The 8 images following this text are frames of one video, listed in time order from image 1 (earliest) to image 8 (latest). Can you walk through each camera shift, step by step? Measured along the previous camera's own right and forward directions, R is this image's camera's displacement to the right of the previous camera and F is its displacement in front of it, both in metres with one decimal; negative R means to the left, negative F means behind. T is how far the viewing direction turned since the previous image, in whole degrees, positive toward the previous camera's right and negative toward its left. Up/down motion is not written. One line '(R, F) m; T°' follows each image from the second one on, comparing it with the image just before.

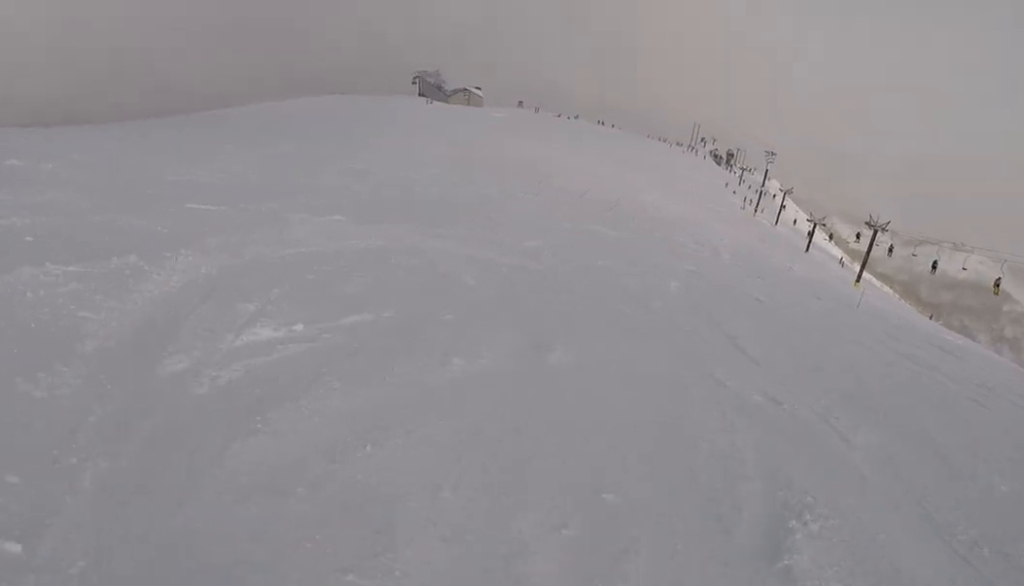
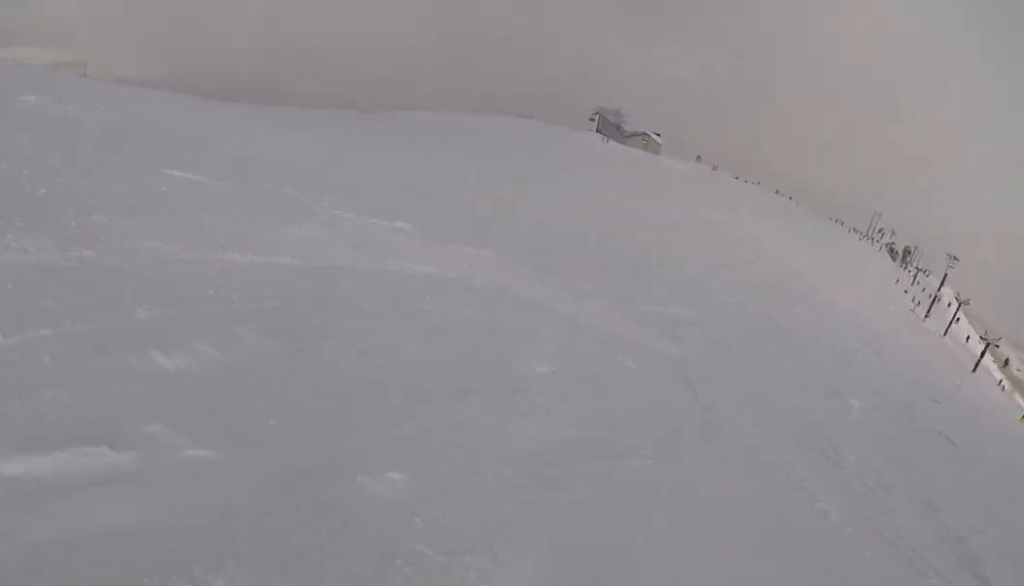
(-0.7, +4.1) m; -9°
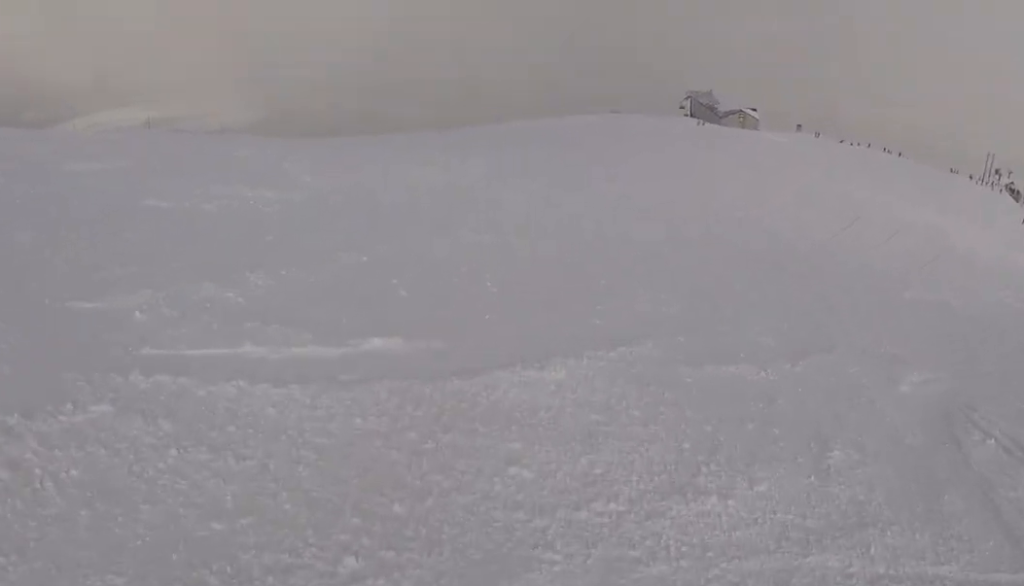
(-0.6, +5.8) m; -5°
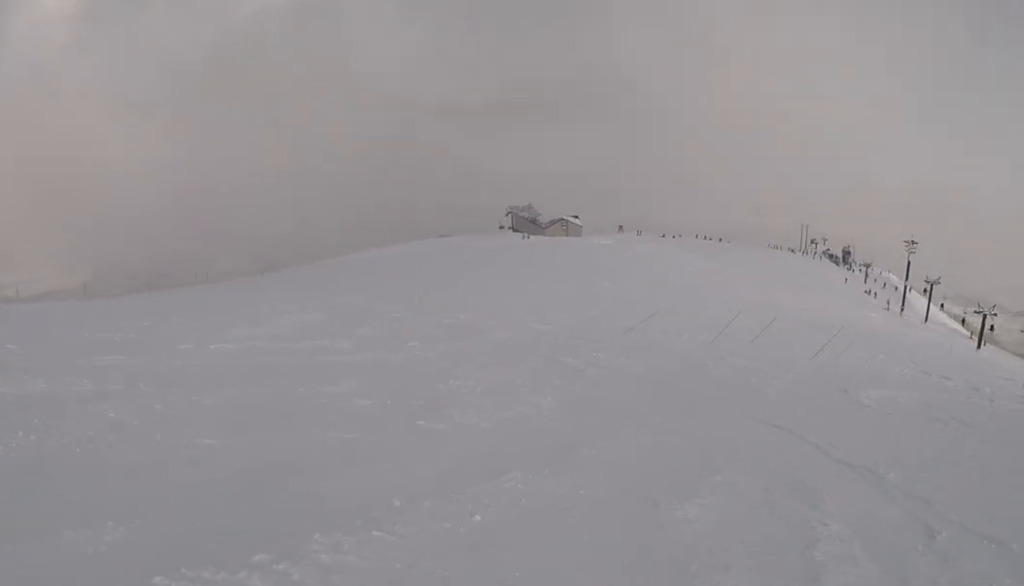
(0.0, +6.9) m; +7°
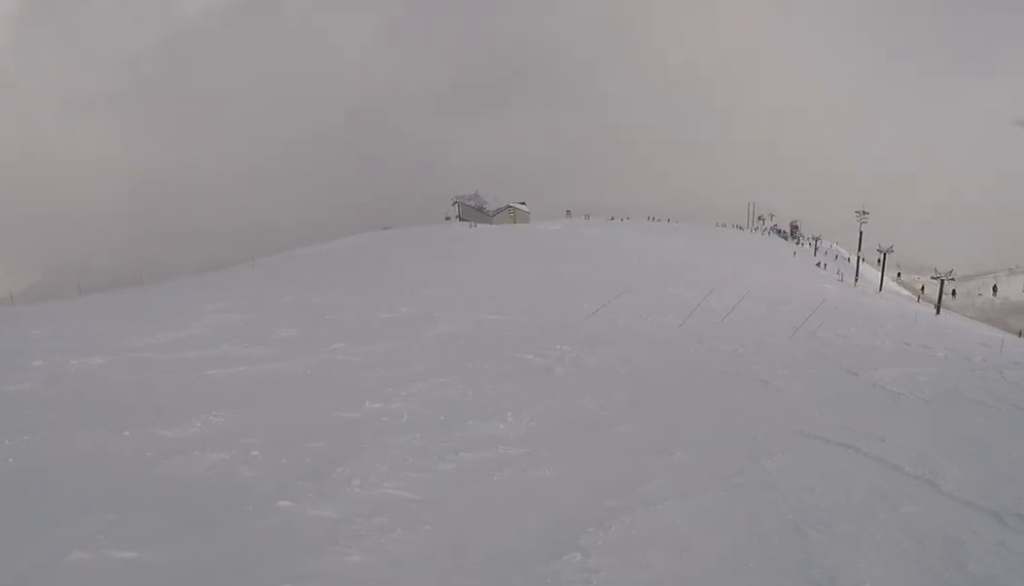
(-0.1, +3.6) m; +8°
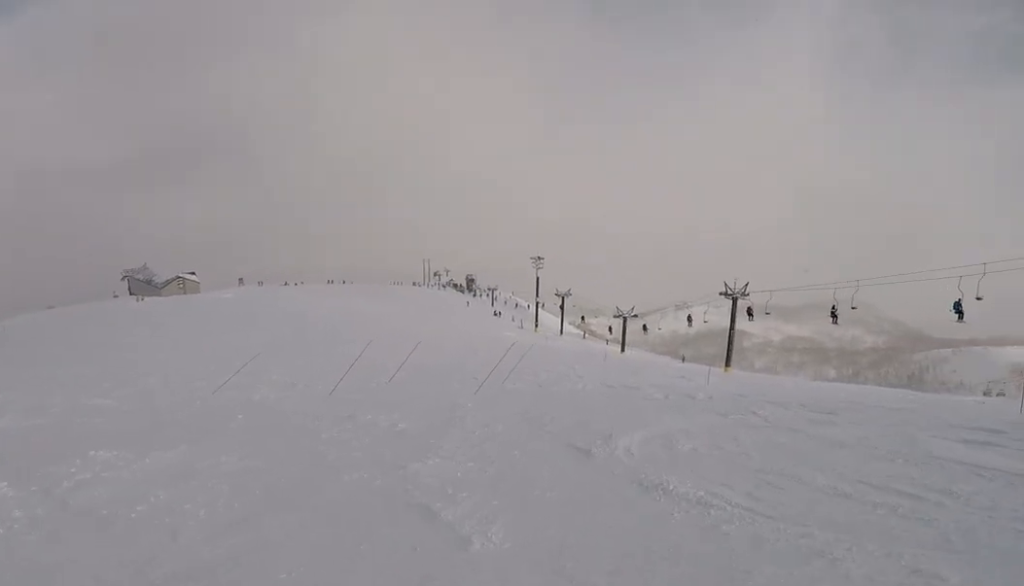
(+1.3, +7.5) m; +11°
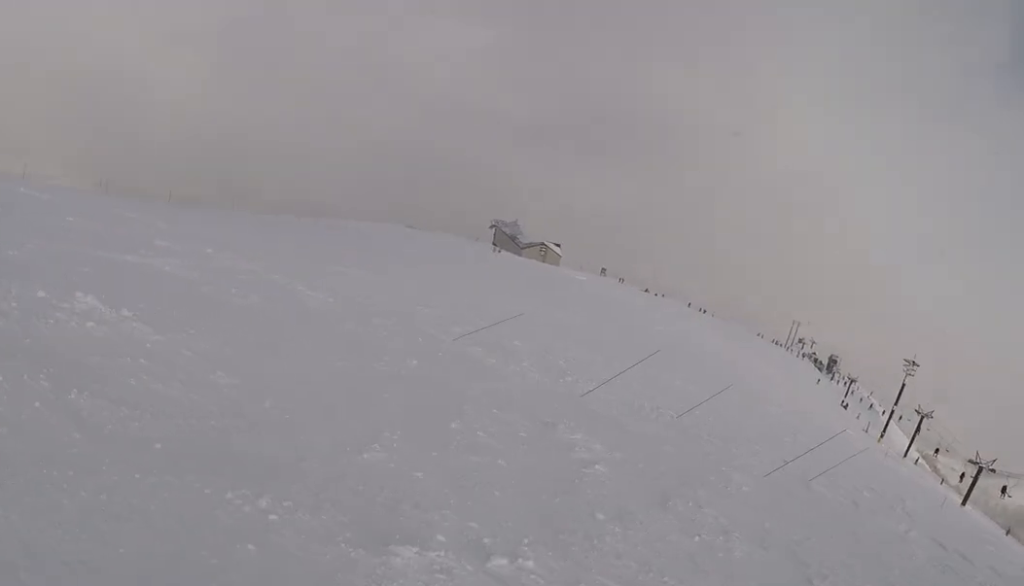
(0.0, +5.5) m; -13°
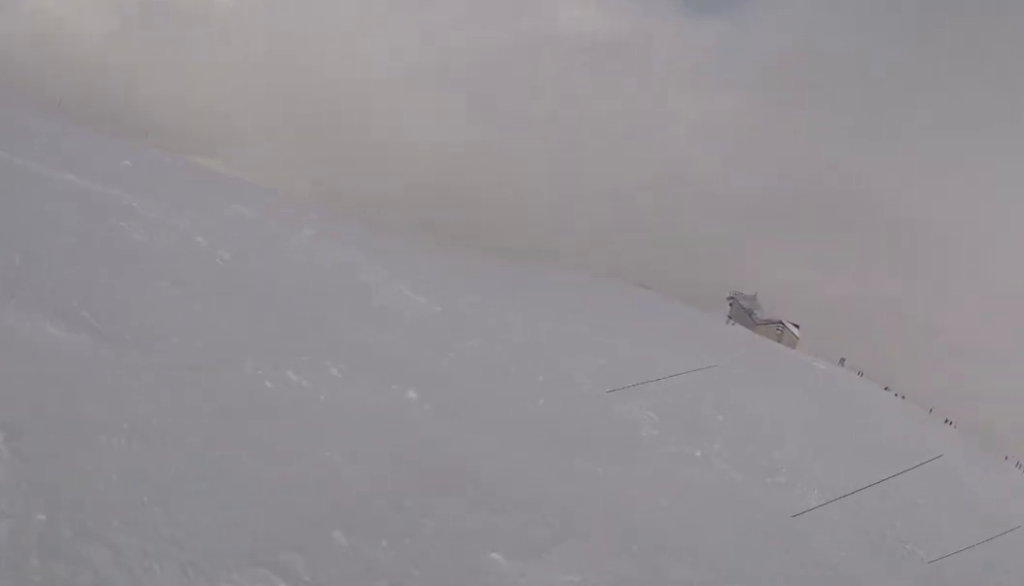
(-1.3, +6.2) m; -17°
